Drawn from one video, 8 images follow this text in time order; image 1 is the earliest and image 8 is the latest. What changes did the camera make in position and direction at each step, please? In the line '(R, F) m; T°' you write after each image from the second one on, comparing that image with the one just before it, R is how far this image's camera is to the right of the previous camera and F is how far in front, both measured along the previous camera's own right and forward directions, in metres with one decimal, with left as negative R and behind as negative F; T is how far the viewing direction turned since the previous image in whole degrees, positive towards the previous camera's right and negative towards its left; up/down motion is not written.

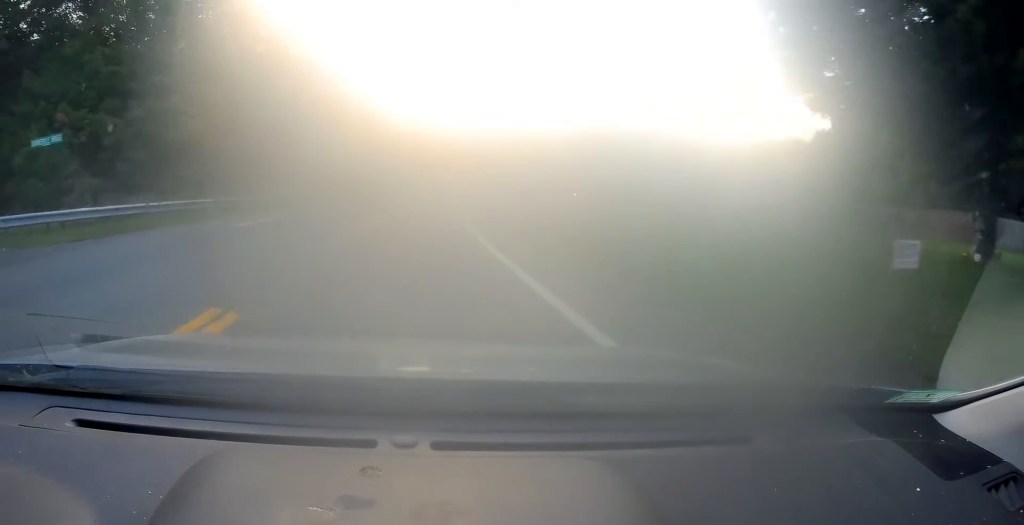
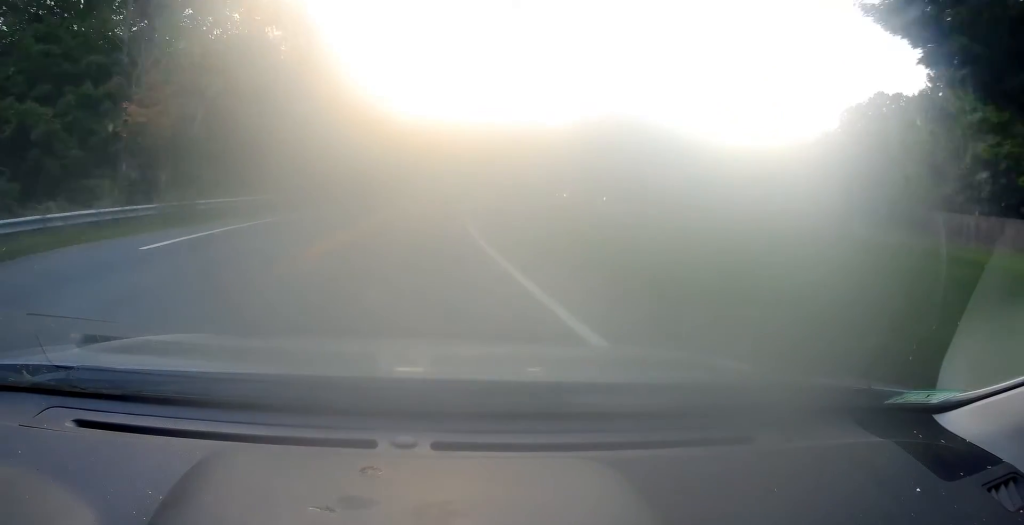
(-0.3, +5.5) m; +1°
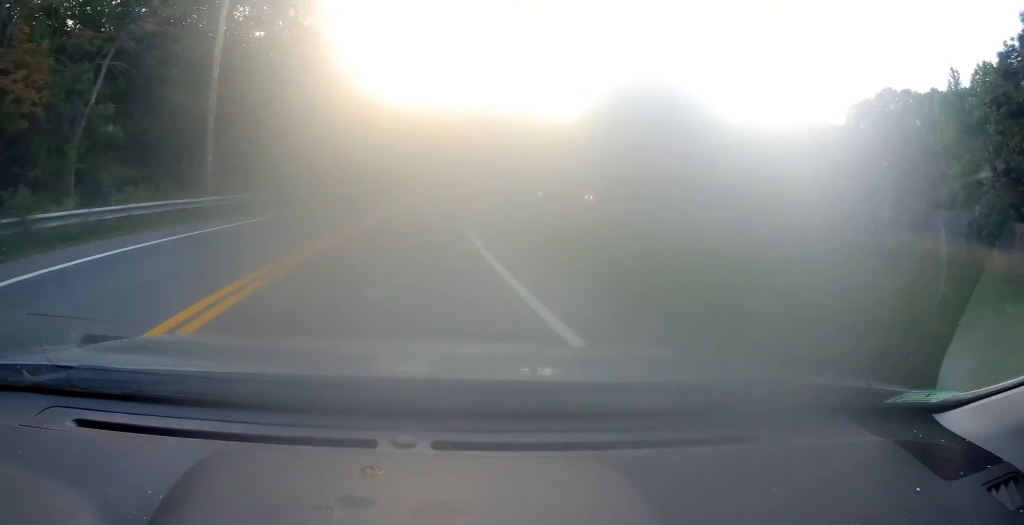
(+0.6, +9.0) m; +3°
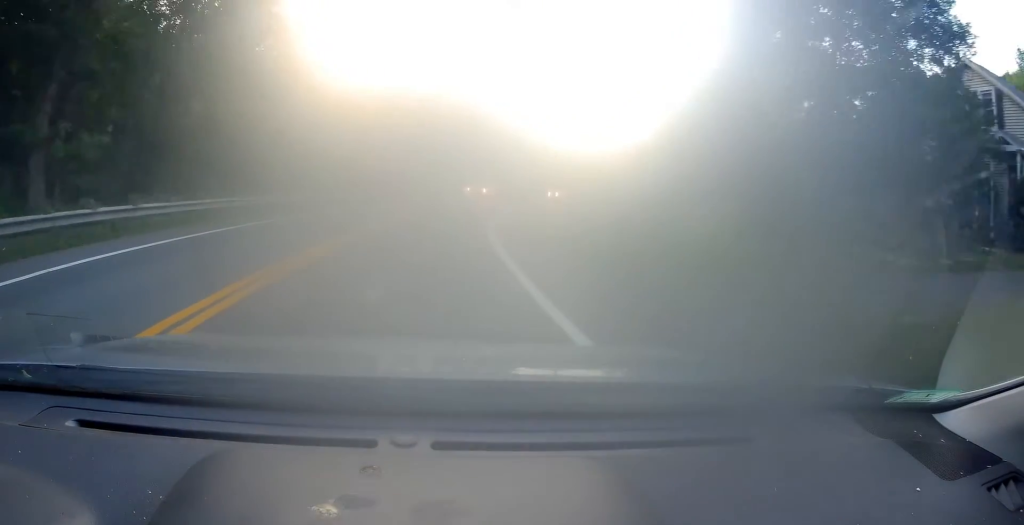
(+0.6, +18.7) m; +4°
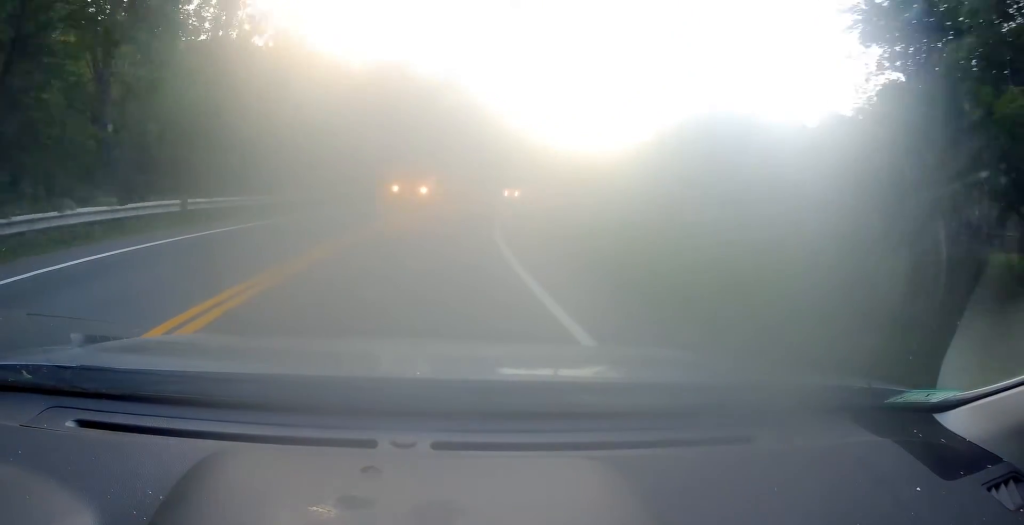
(+0.3, +10.3) m; +5°
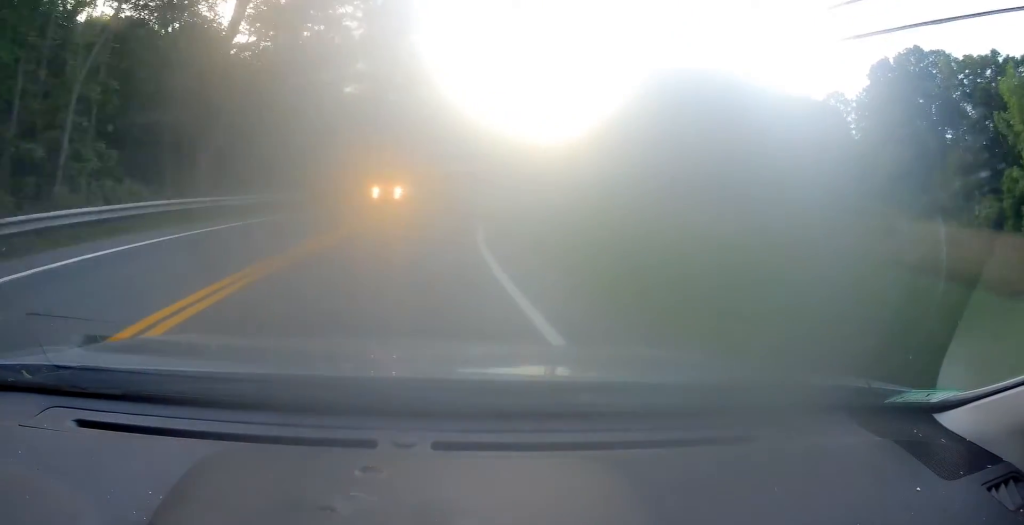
(+1.3, +18.2) m; +6°
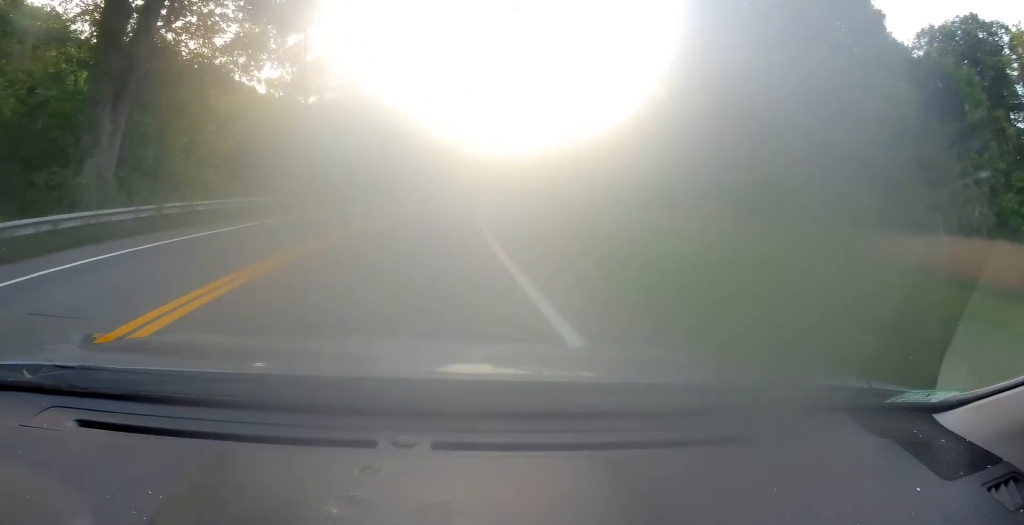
(+2.4, +32.9) m; +9°
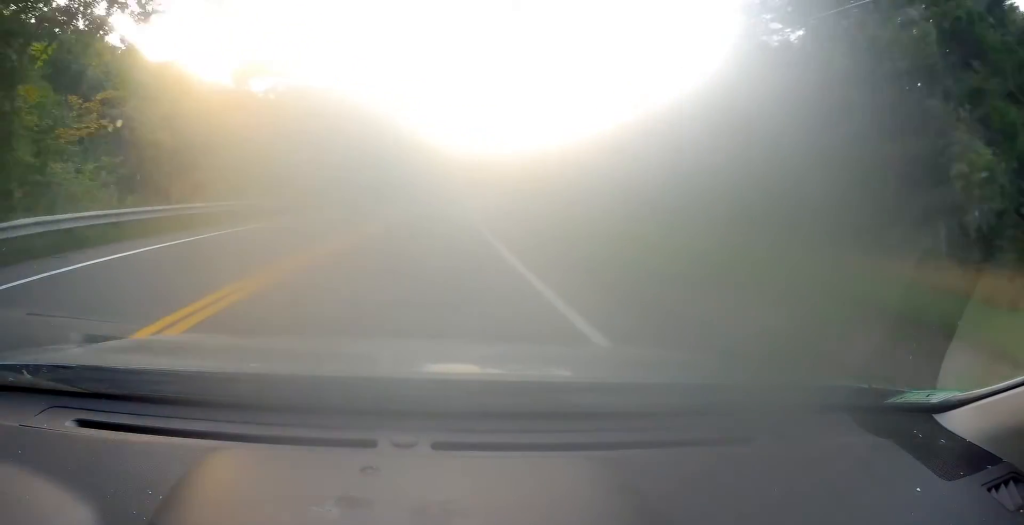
(+0.4, +12.2) m; +2°
